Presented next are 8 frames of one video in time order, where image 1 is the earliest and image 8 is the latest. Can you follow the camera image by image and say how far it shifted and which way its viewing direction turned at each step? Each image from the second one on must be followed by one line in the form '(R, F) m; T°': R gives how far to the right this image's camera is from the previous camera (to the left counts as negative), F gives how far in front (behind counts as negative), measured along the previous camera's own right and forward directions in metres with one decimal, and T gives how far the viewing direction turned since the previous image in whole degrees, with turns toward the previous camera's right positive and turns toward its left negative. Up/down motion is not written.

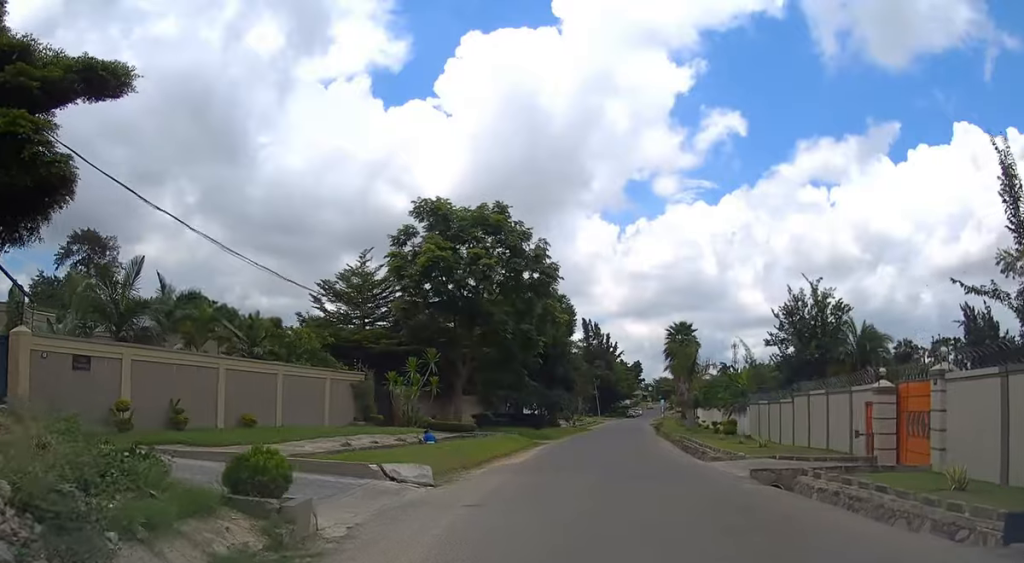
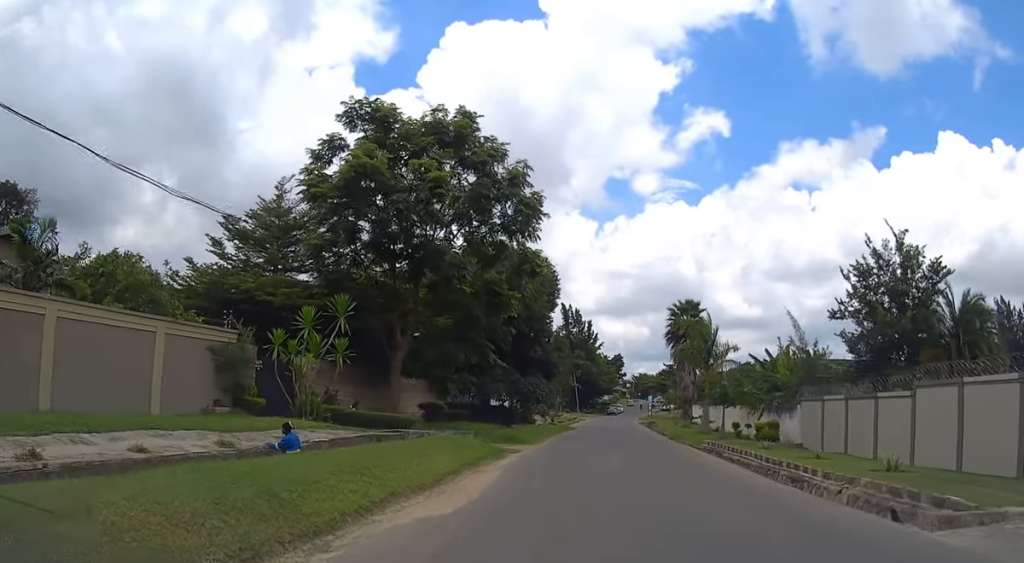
(0.0, +14.0) m; 0°
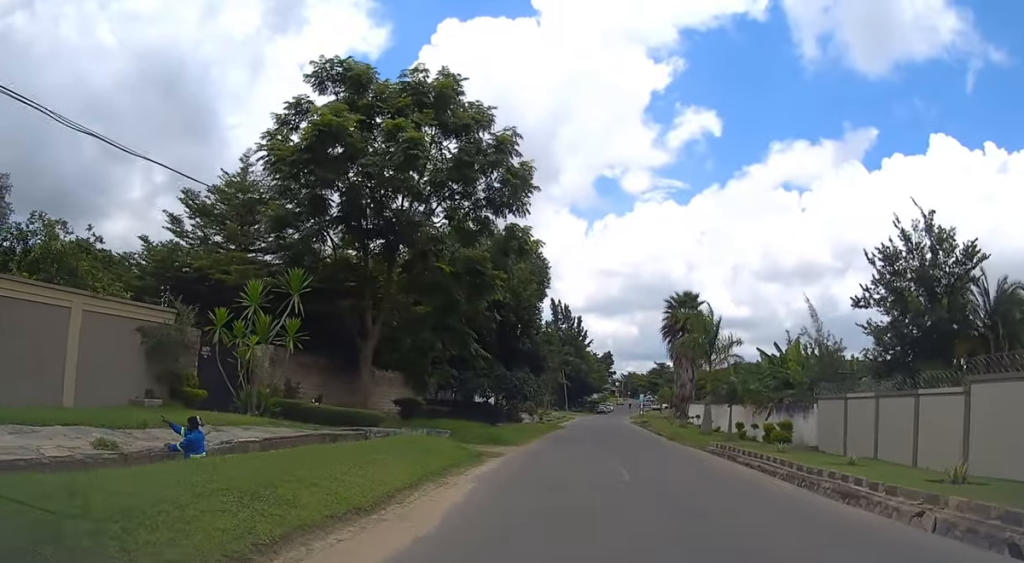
(0.0, +3.7) m; +1°
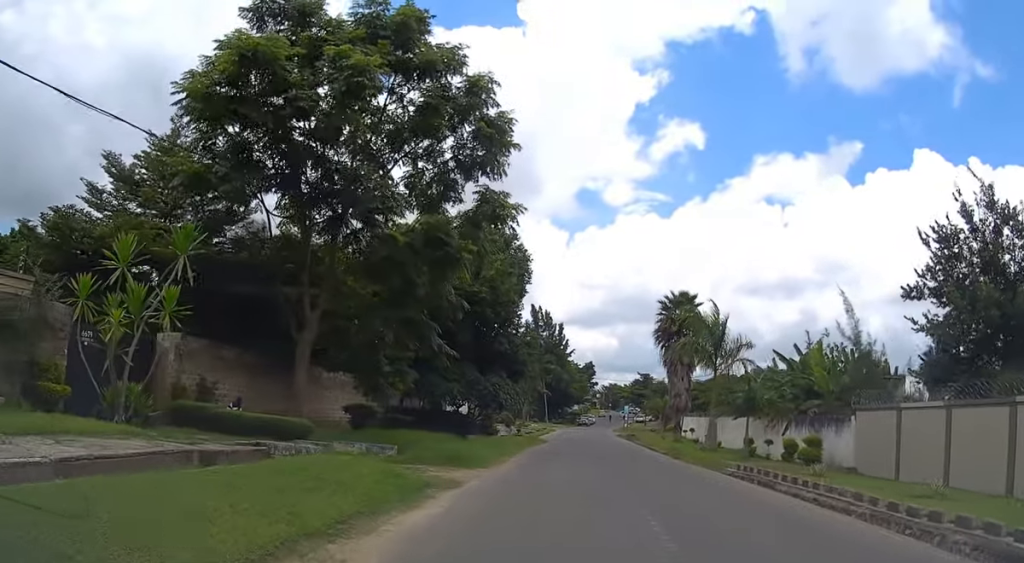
(0.0, +6.0) m; +2°
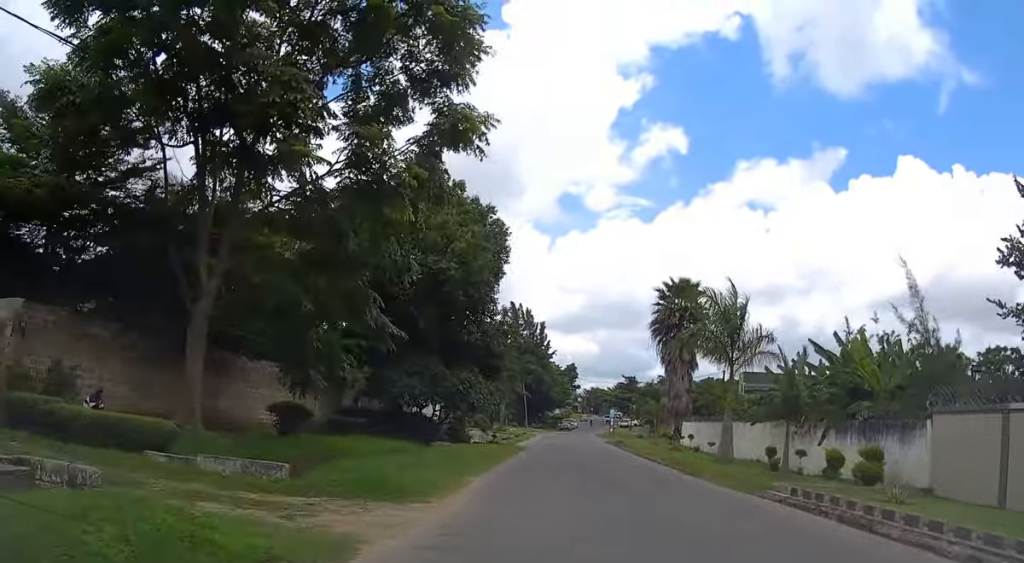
(+0.2, +6.9) m; +2°
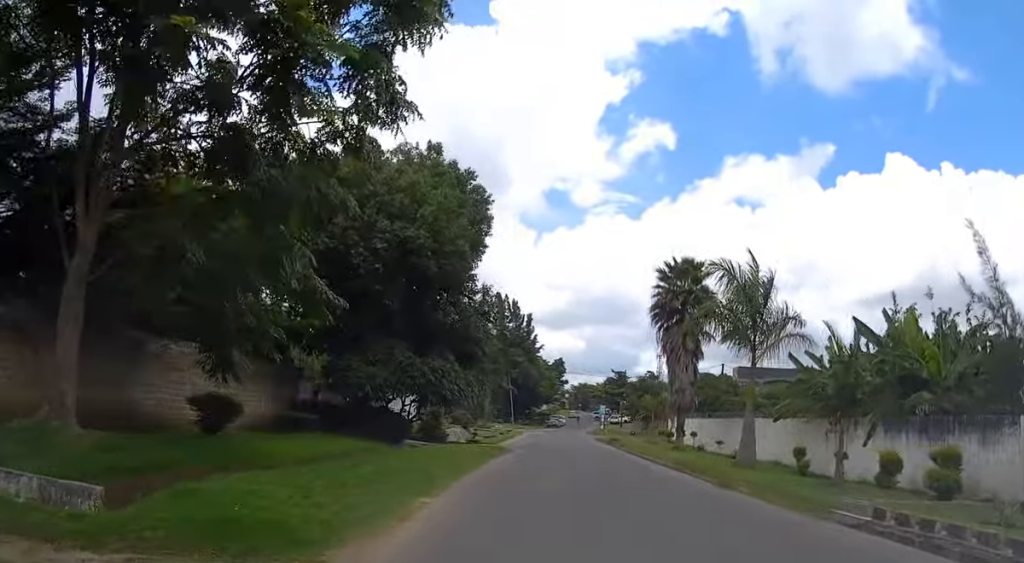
(0.0, +5.1) m; +1°
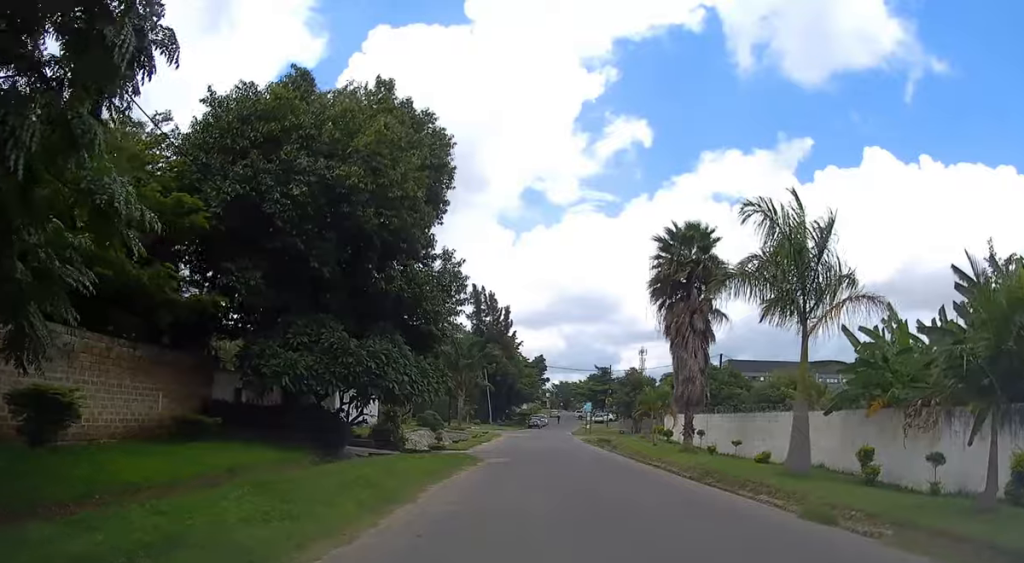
(+0.1, +7.1) m; +1°
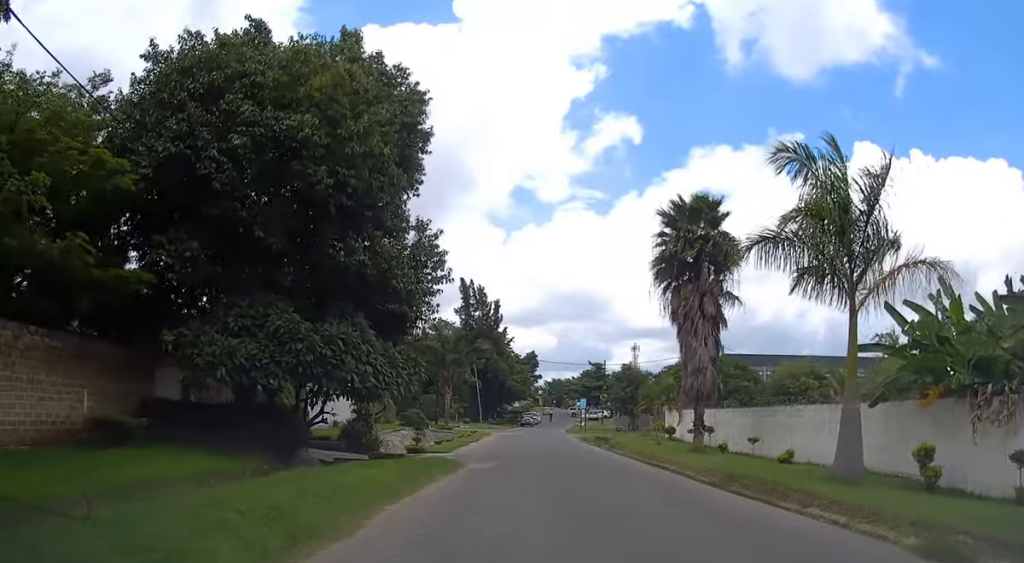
(0.0, +3.7) m; +1°
